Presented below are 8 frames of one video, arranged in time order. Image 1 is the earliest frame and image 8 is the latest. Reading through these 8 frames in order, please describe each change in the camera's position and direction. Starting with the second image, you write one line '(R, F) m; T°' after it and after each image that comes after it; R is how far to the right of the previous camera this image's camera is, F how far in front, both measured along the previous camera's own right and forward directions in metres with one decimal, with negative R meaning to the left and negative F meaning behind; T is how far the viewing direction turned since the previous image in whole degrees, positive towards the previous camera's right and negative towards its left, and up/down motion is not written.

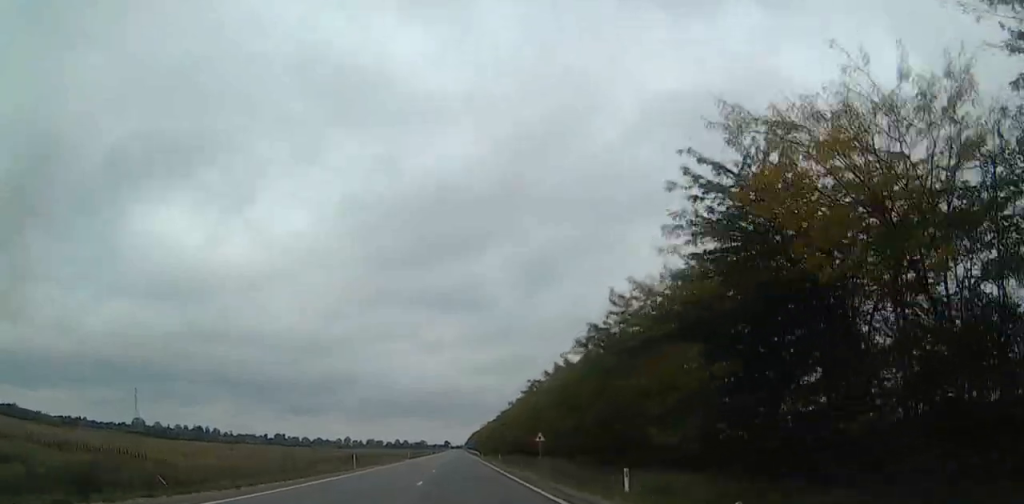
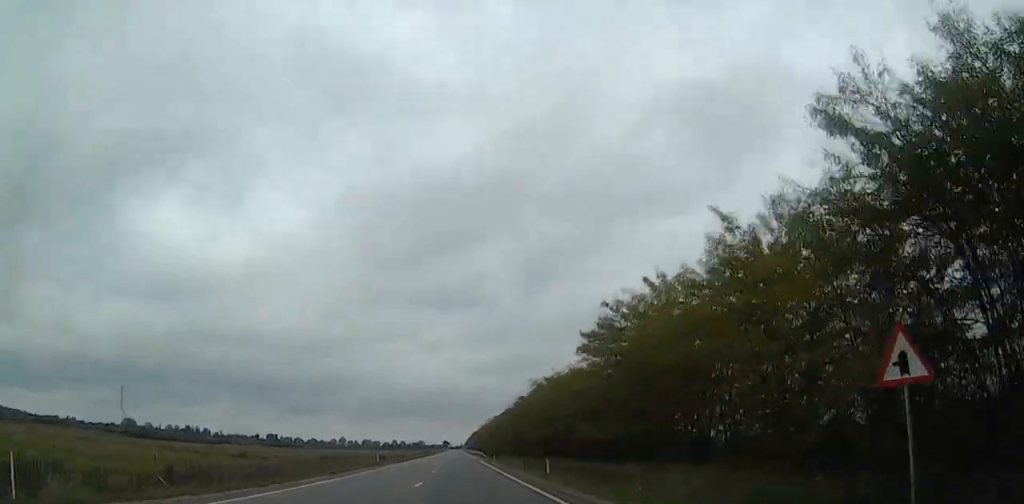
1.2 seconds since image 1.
(0.0, +36.1) m; 0°
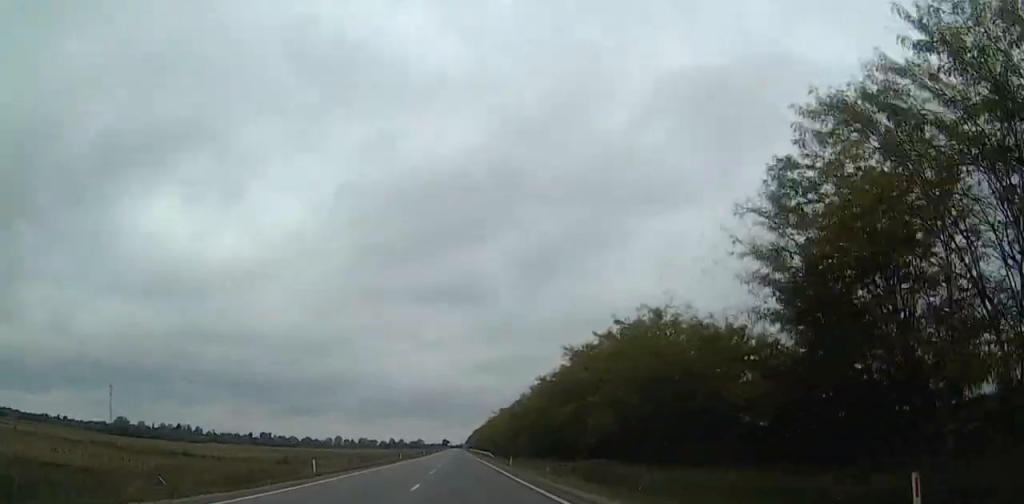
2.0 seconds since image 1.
(0.0, +26.0) m; 0°
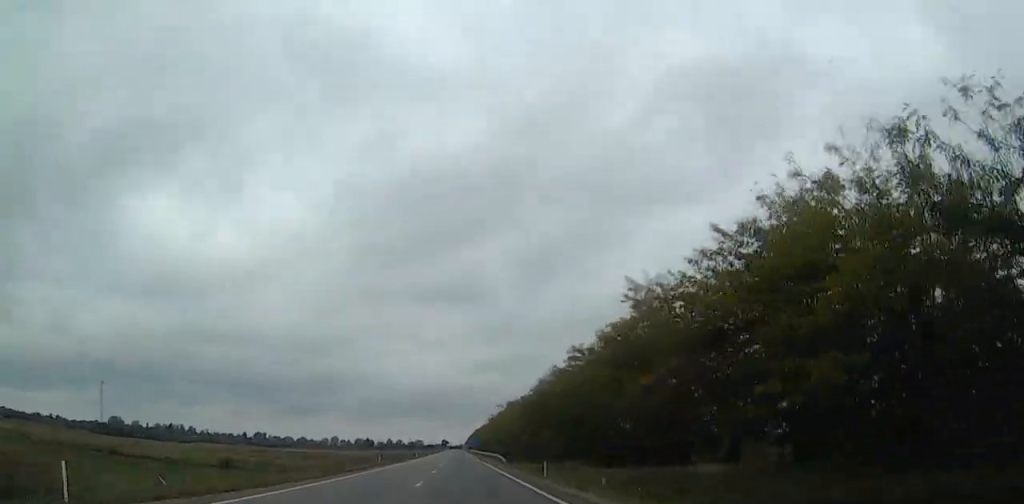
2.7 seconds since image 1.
(-0.1, +21.8) m; 0°
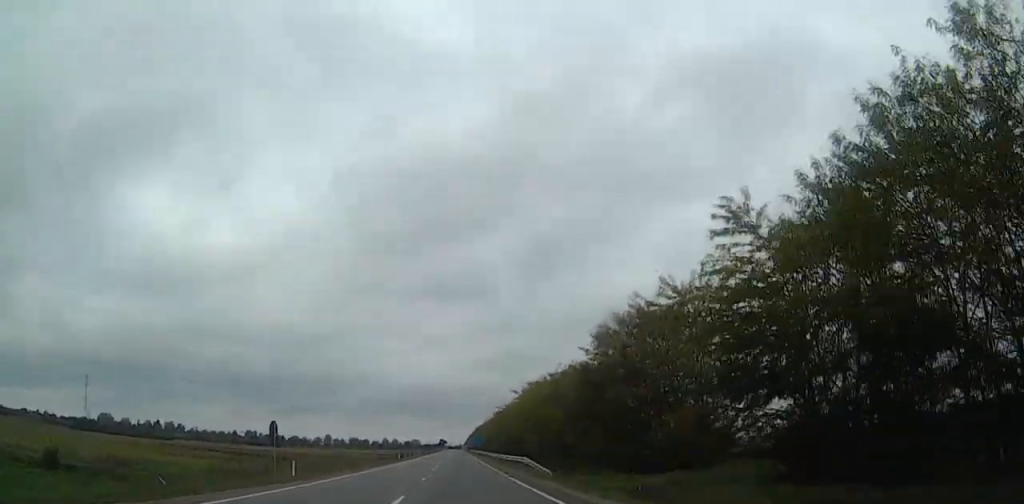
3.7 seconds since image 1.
(+0.1, +30.9) m; 0°
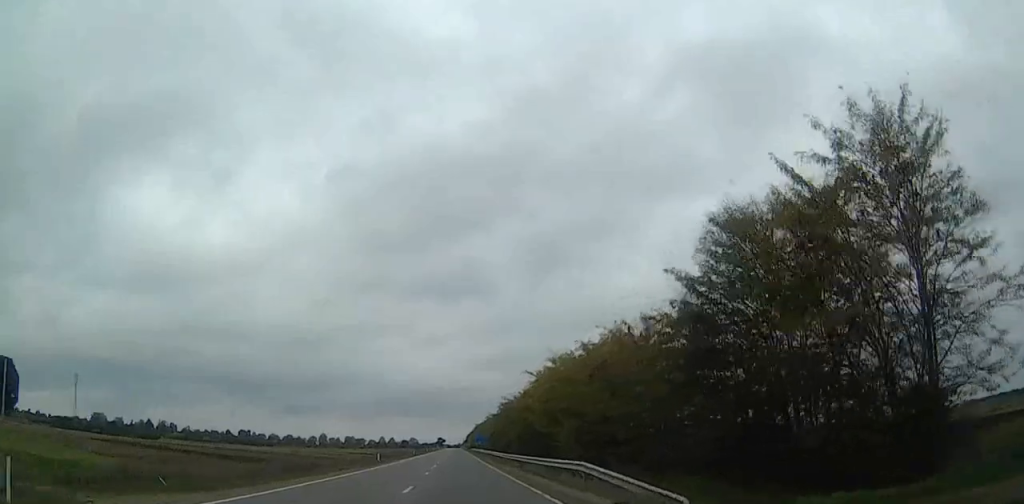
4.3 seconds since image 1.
(0.0, +19.1) m; 0°
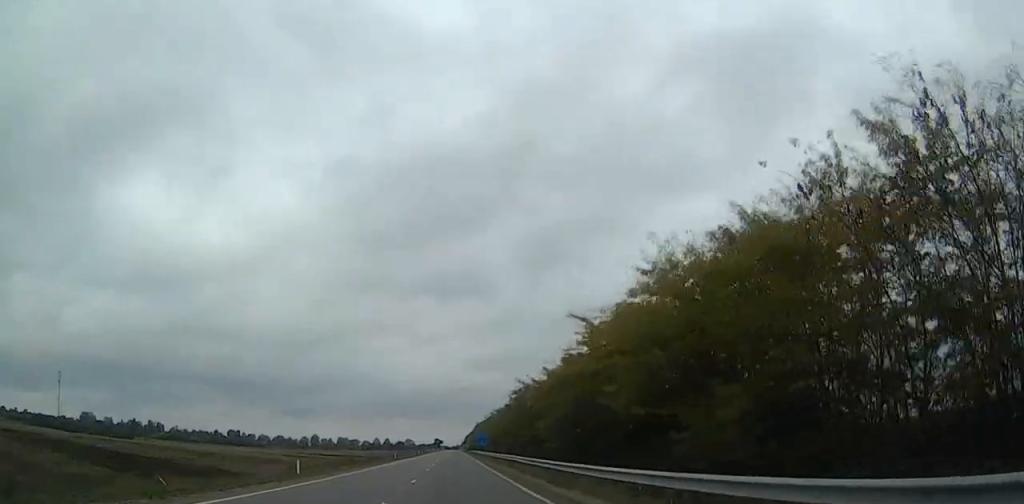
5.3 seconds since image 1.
(0.0, +28.4) m; 0°
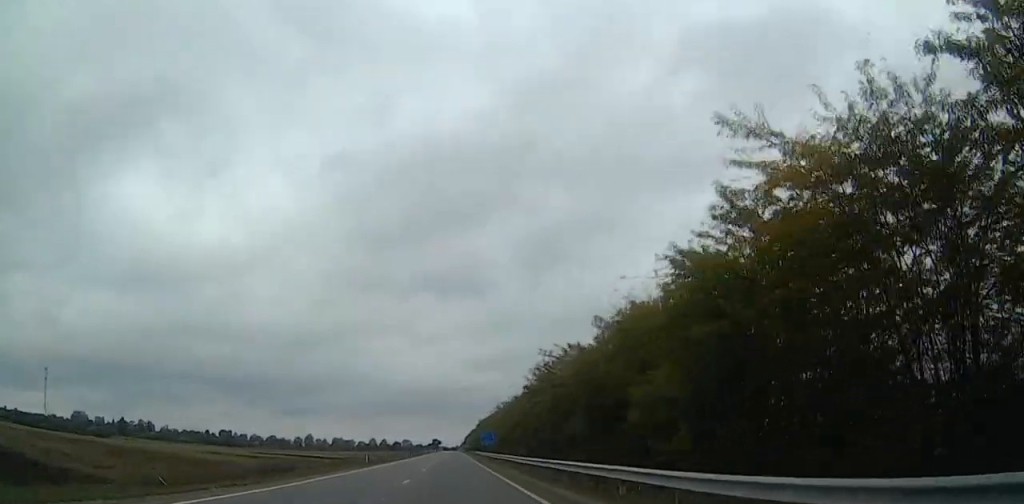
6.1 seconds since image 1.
(0.0, +22.4) m; 0°
